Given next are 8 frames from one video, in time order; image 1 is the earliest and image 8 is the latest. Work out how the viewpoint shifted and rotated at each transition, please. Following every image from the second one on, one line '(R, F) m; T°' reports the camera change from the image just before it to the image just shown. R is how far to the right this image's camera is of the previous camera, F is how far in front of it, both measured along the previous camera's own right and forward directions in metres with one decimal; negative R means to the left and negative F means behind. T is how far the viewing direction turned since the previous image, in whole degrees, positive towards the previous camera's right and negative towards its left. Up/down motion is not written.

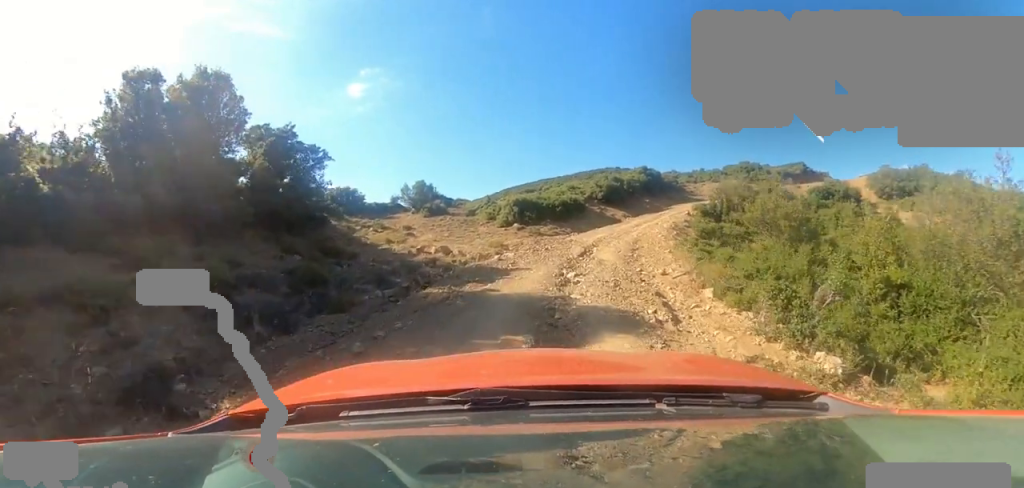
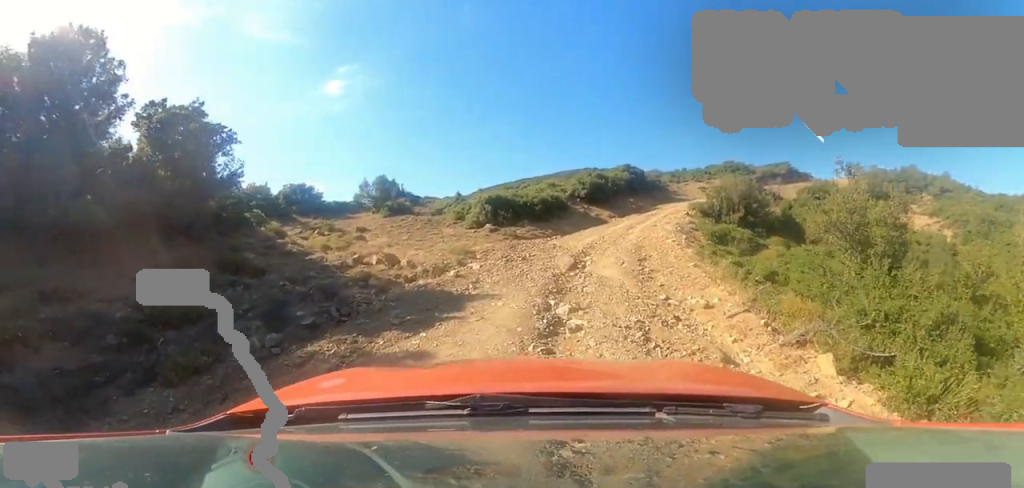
(+0.1, +3.1) m; +2°
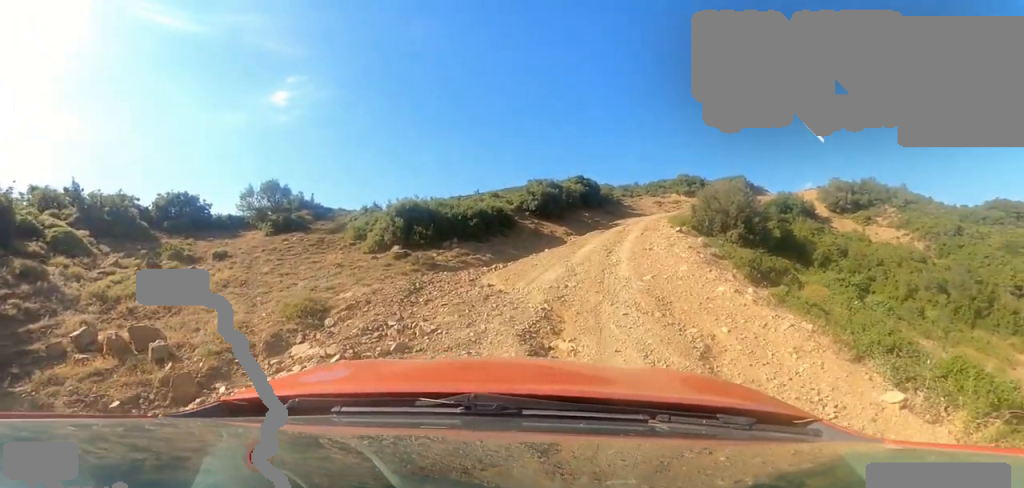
(+0.5, +6.9) m; +13°
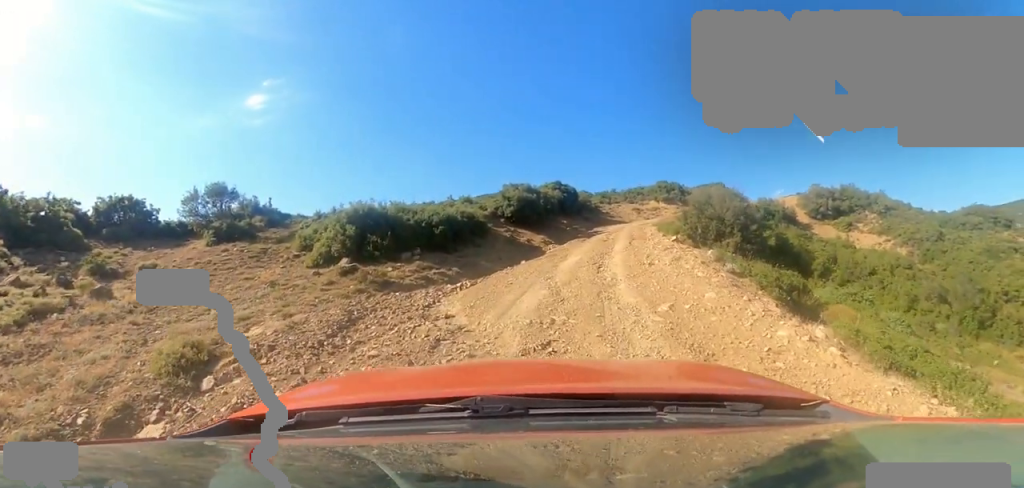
(+0.2, +2.5) m; +6°
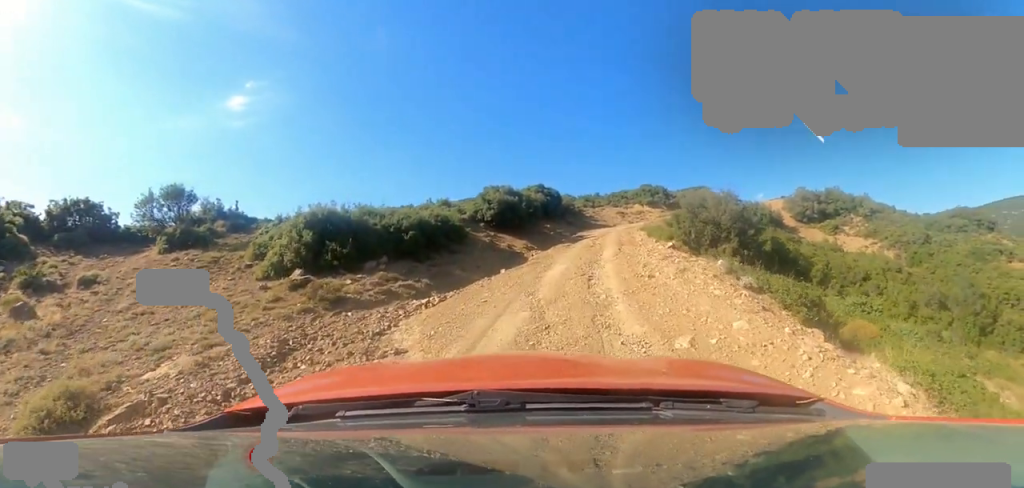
(0.0, +1.6) m; +2°
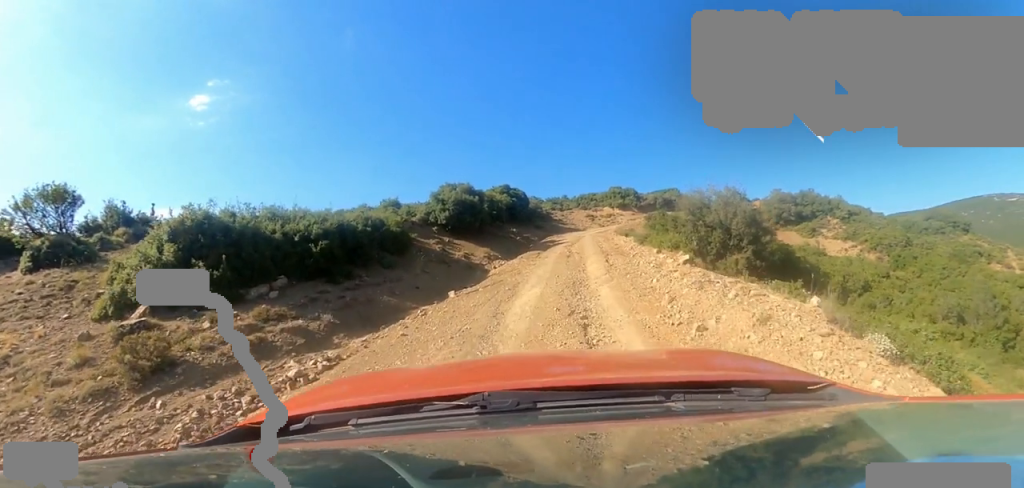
(+0.1, +3.6) m; +5°
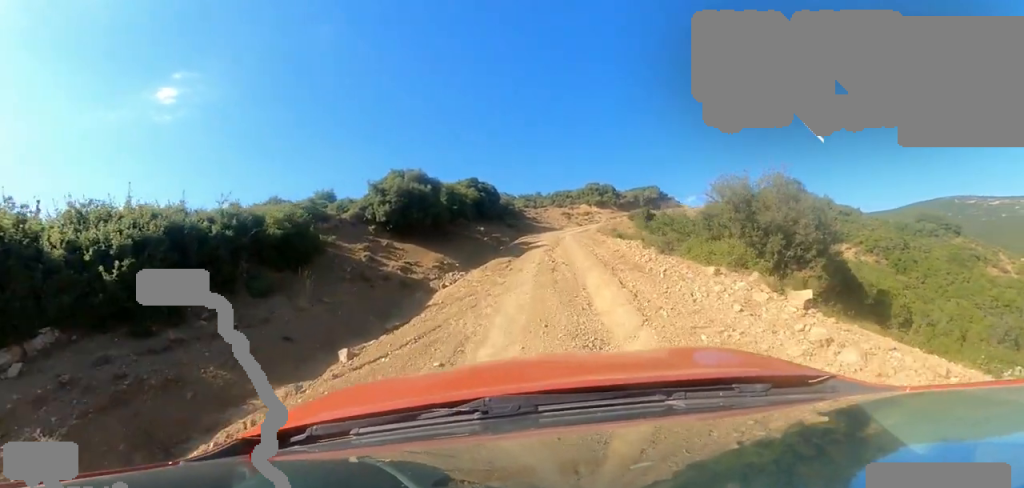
(+0.2, +3.8) m; +5°
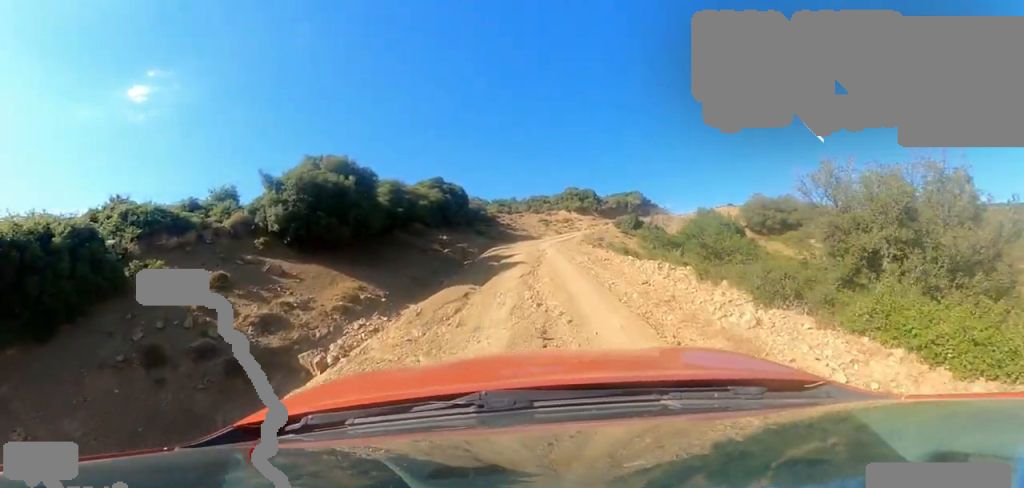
(+0.1, +4.2) m; +1°
